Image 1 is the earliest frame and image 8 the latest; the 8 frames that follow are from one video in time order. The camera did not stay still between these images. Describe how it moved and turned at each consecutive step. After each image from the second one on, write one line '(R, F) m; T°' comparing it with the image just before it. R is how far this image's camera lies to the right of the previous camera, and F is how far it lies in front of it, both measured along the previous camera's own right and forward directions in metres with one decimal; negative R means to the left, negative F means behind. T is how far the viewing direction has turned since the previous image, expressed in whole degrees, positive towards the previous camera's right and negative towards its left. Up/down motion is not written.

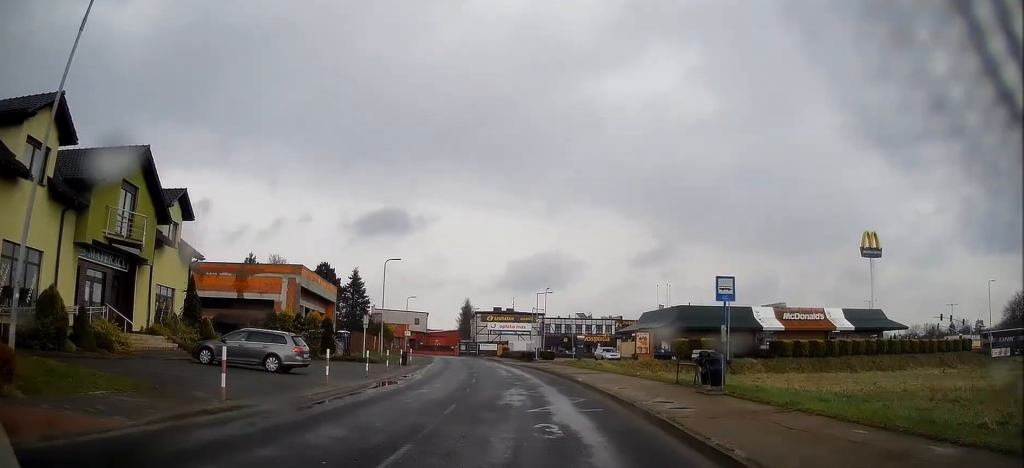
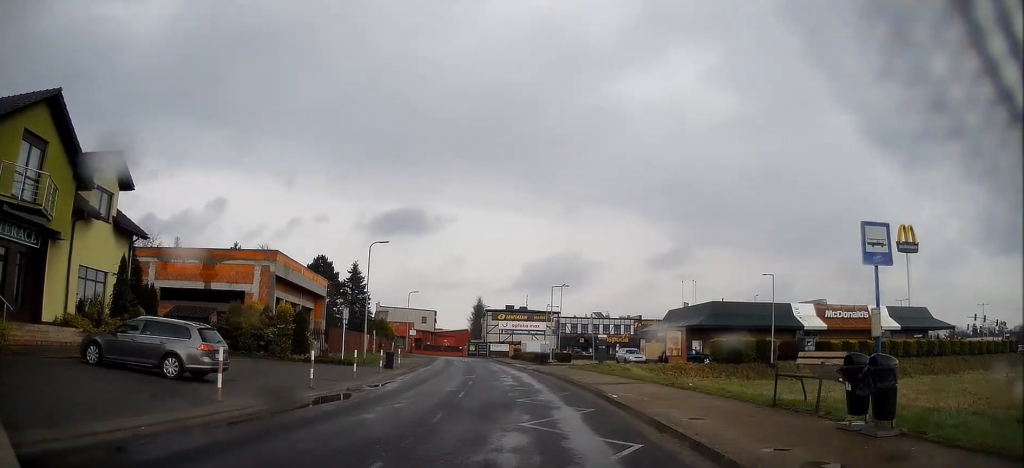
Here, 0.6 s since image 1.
(0.0, +7.1) m; -1°
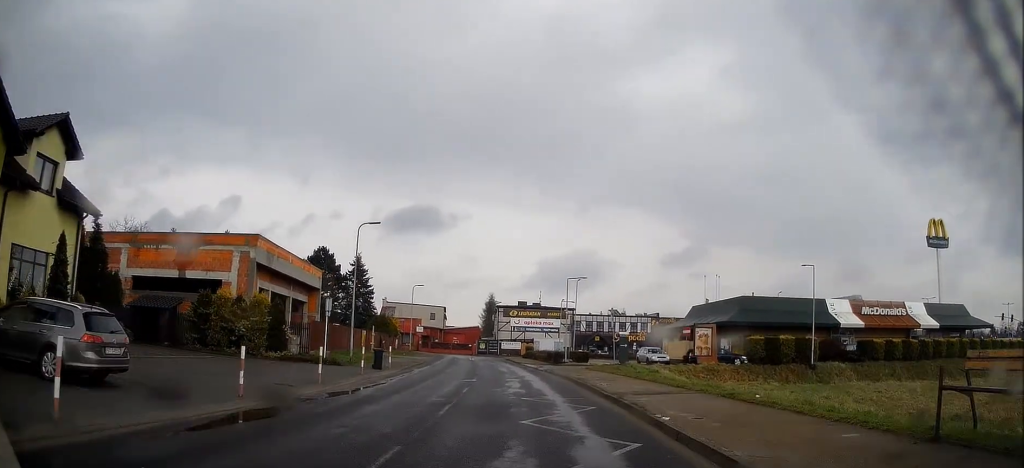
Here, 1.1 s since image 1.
(-0.1, +4.9) m; 0°
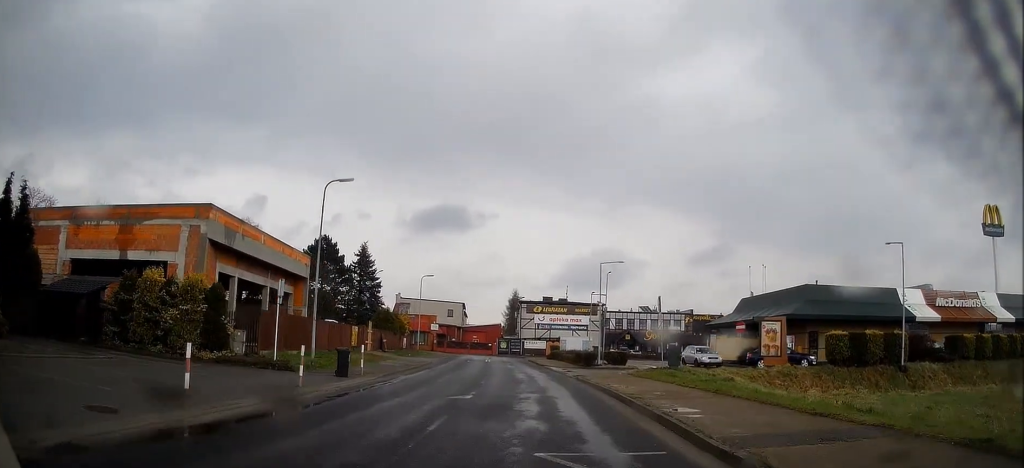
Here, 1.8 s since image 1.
(-0.1, +8.3) m; -2°
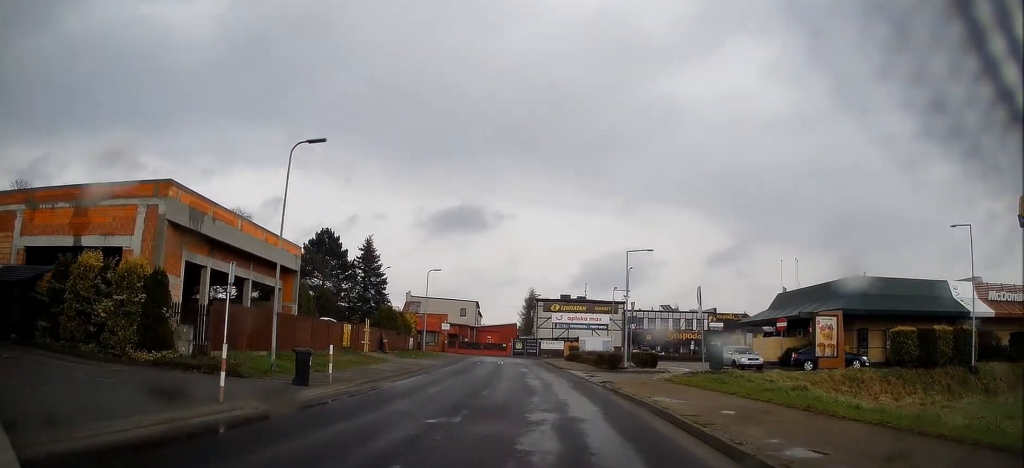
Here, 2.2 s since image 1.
(+0.1, +4.9) m; -2°
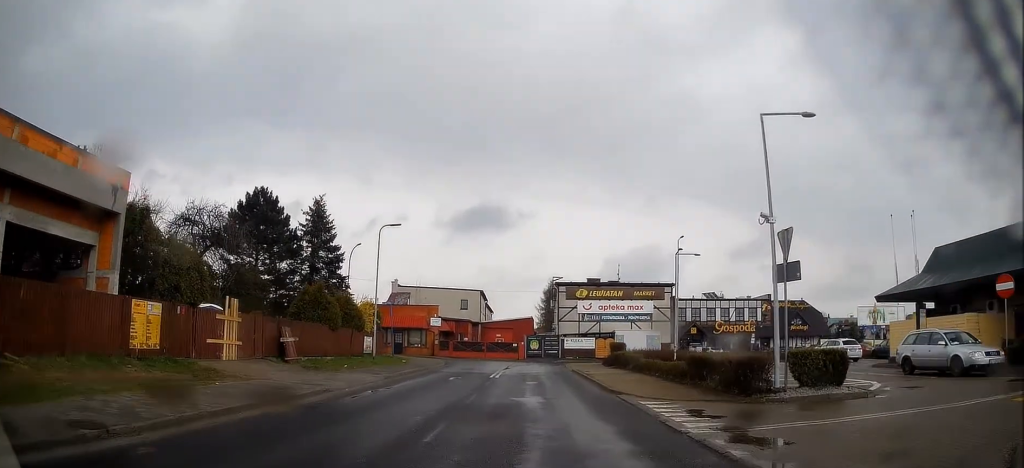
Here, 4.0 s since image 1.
(-1.1, +20.0) m; -4°
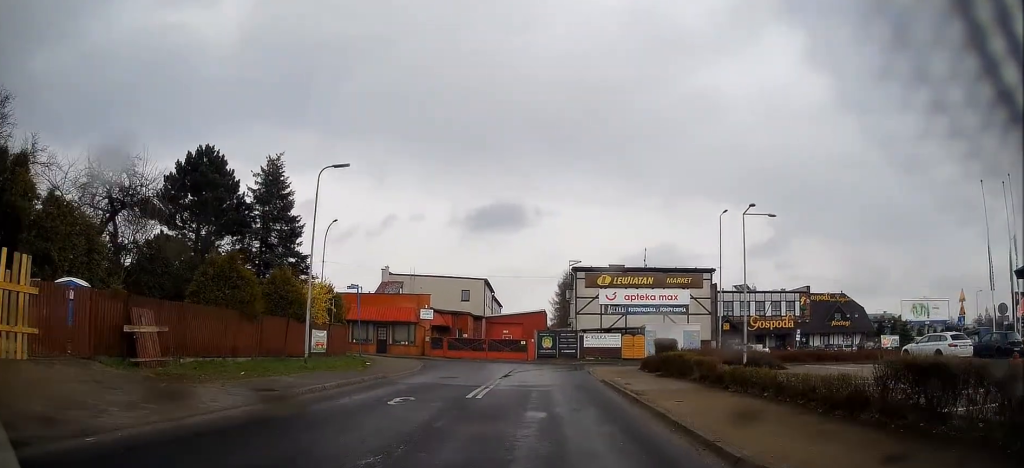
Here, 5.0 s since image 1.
(0.0, +10.6) m; -2°
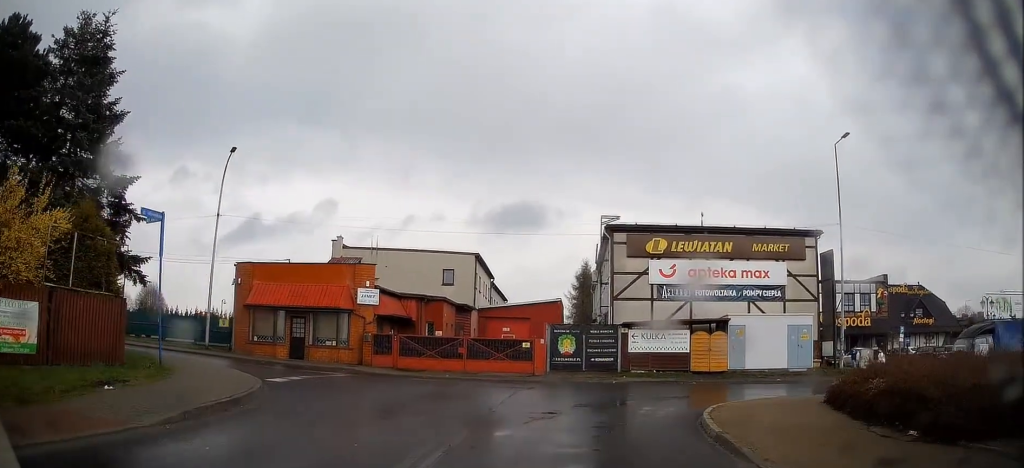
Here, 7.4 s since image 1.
(-0.4, +21.5) m; 0°
